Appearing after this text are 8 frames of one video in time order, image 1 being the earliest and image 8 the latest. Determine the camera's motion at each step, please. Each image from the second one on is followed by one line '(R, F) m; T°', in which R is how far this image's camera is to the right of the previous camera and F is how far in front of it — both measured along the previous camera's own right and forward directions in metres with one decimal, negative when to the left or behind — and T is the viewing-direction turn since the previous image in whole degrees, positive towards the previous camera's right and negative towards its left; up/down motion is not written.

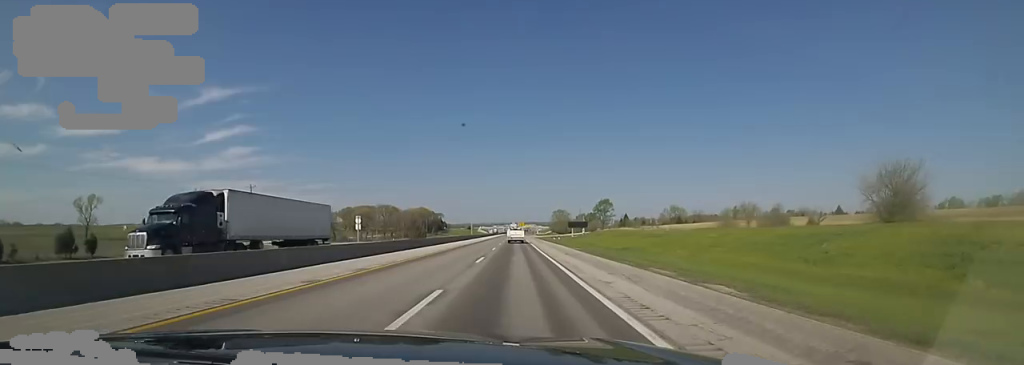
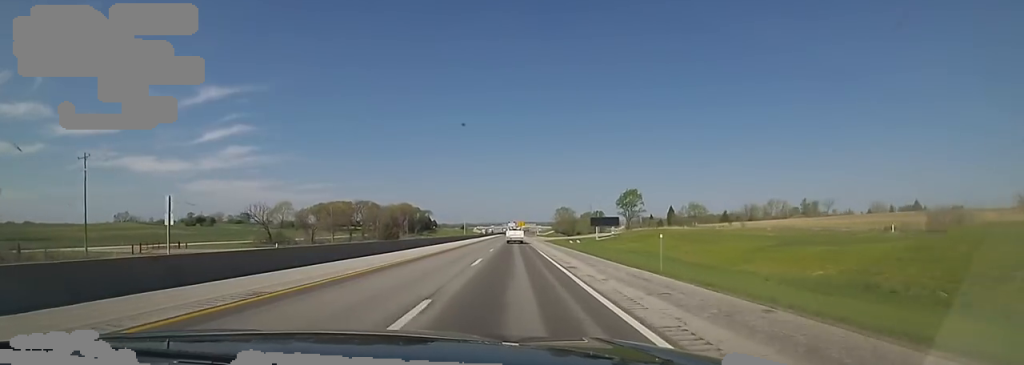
(-0.7, +49.1) m; 0°
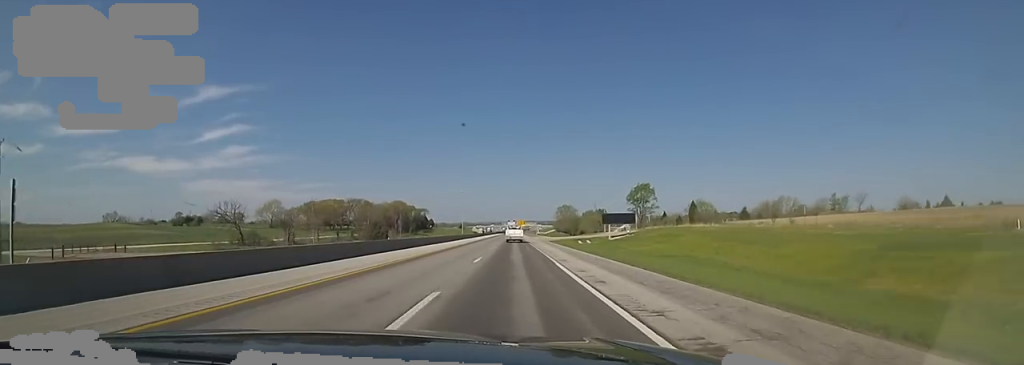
(+0.3, +14.7) m; 0°
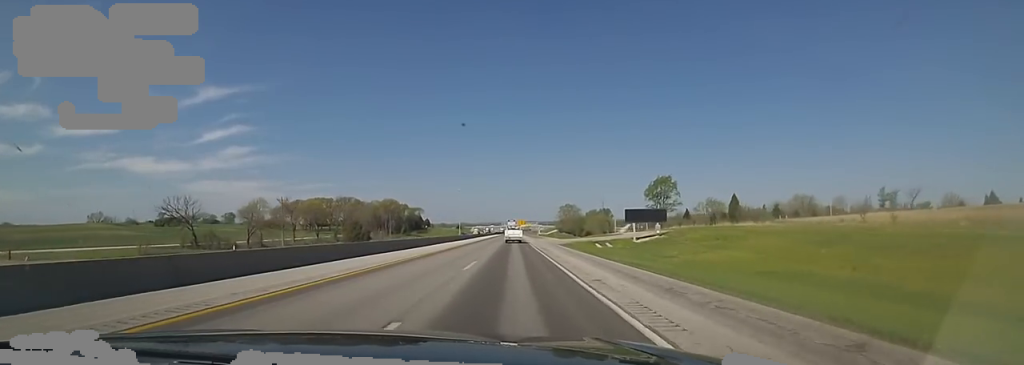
(+0.2, +19.5) m; 0°
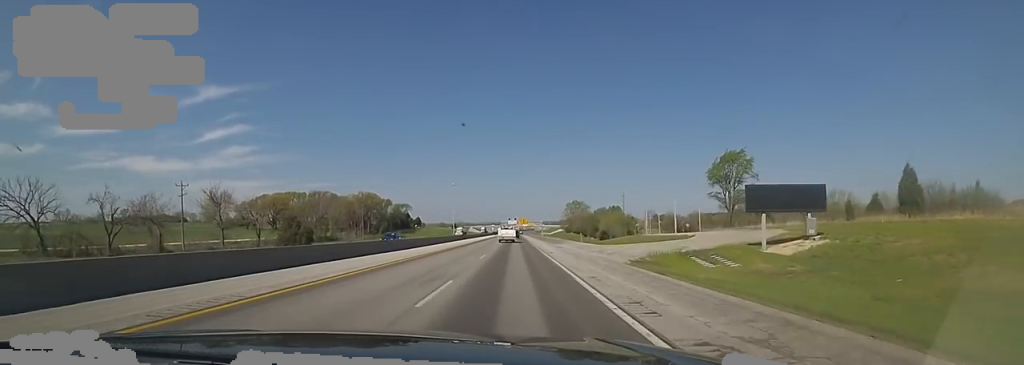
(-0.7, +39.5) m; -3°
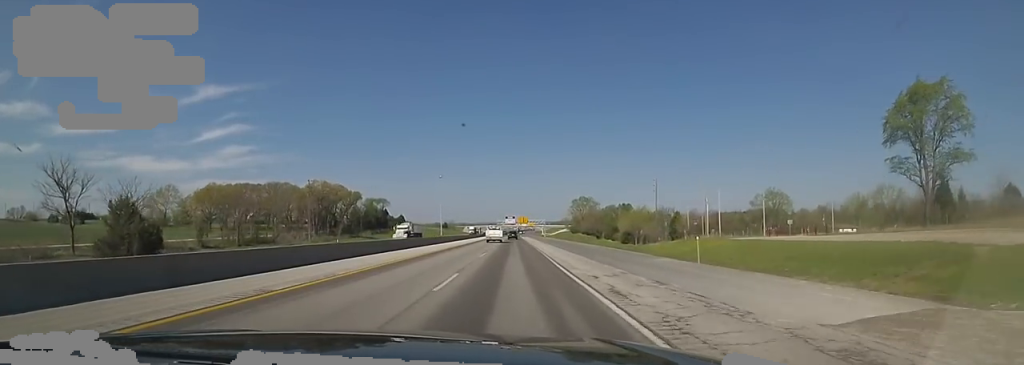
(-0.6, +43.2) m; +2°
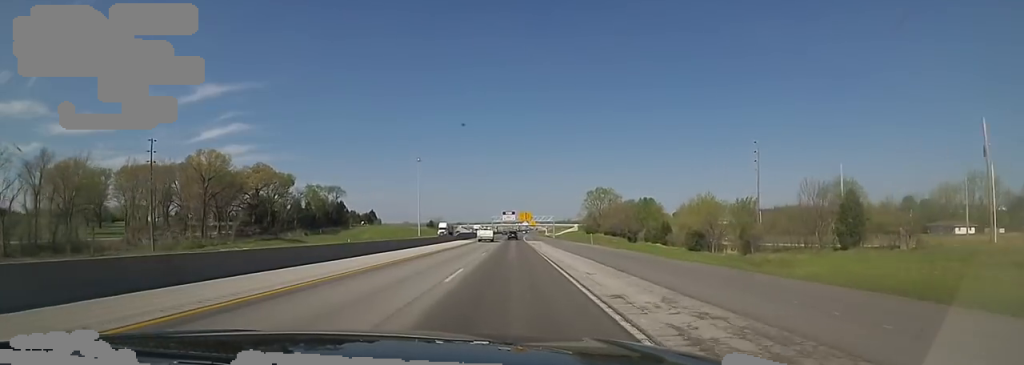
(+2.9, +58.9) m; +2°
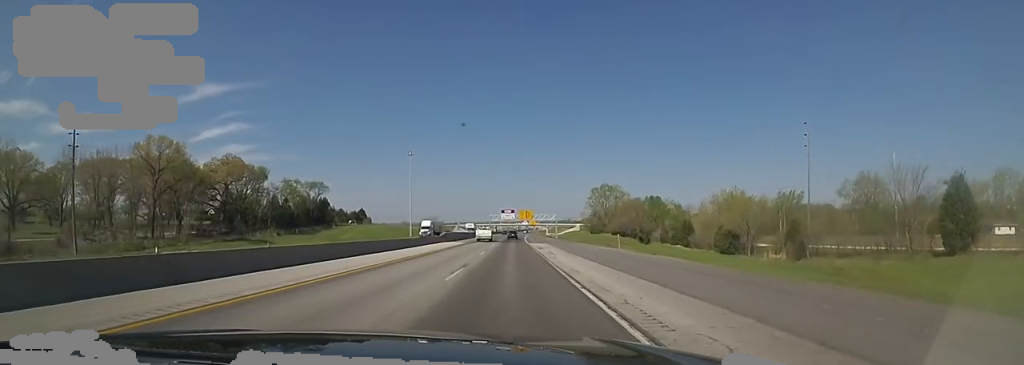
(-0.4, +14.6) m; -1°
